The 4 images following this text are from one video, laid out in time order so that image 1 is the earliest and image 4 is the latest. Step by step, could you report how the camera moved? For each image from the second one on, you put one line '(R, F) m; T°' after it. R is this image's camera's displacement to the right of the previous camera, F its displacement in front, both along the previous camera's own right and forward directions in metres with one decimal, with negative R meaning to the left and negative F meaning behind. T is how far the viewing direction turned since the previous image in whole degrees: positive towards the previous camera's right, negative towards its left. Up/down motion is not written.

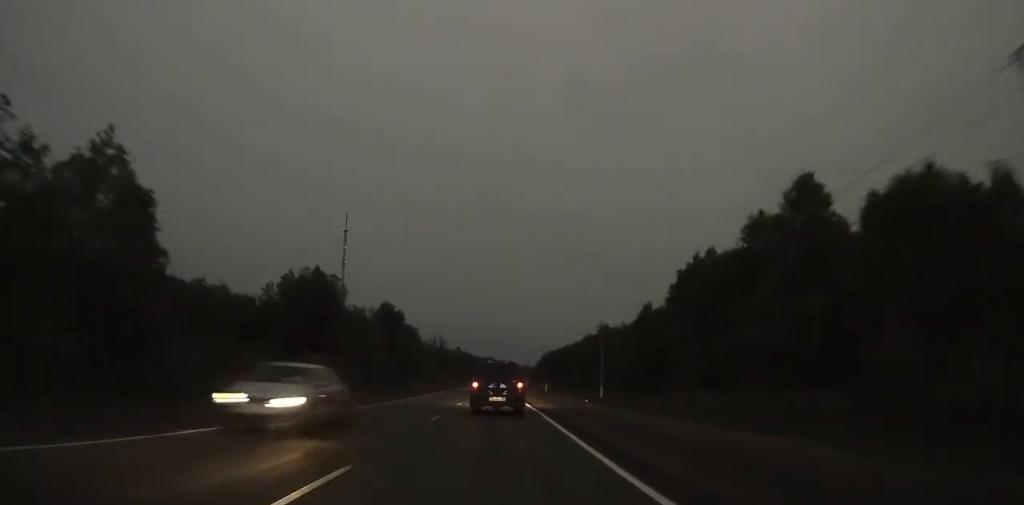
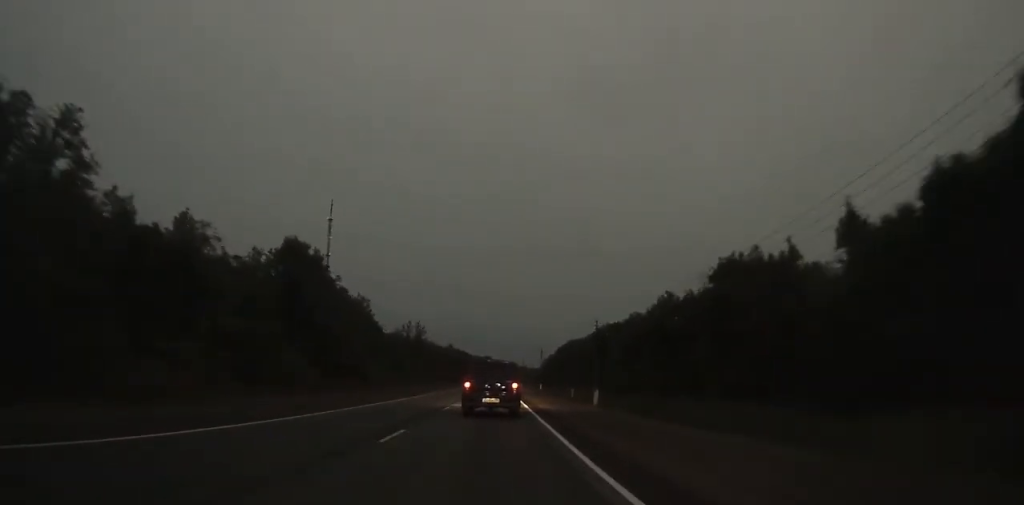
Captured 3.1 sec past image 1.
(0.0, +65.4) m; 0°
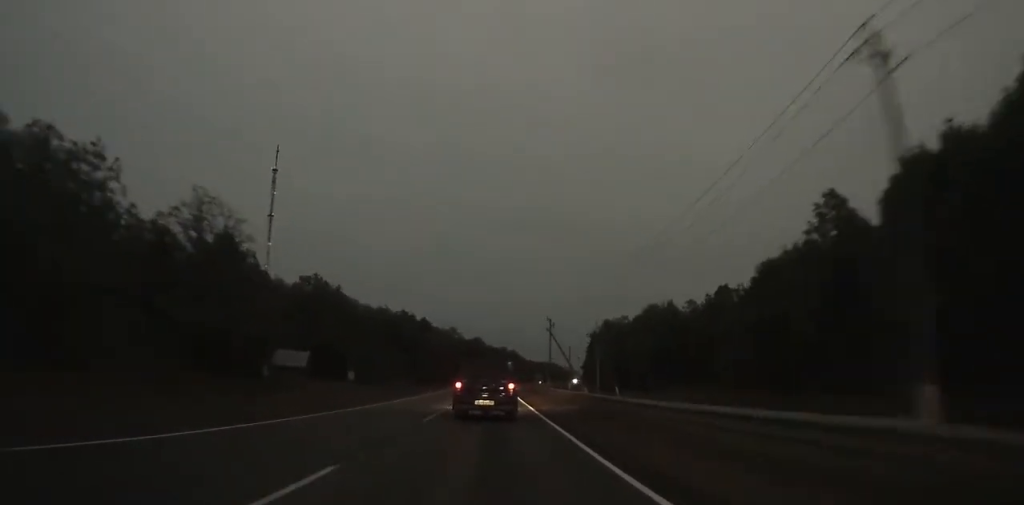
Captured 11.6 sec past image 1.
(+1.6, +175.8) m; +1°
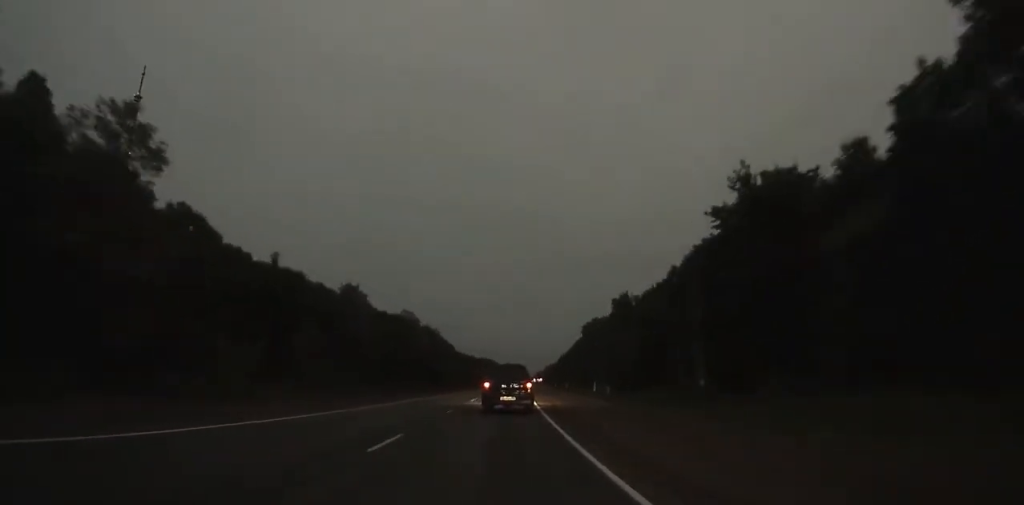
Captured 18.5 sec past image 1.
(+6.6, +140.8) m; +6°
